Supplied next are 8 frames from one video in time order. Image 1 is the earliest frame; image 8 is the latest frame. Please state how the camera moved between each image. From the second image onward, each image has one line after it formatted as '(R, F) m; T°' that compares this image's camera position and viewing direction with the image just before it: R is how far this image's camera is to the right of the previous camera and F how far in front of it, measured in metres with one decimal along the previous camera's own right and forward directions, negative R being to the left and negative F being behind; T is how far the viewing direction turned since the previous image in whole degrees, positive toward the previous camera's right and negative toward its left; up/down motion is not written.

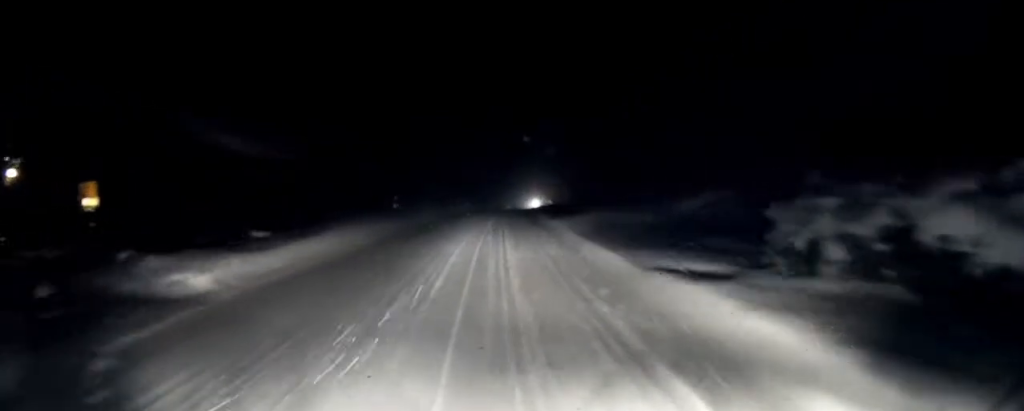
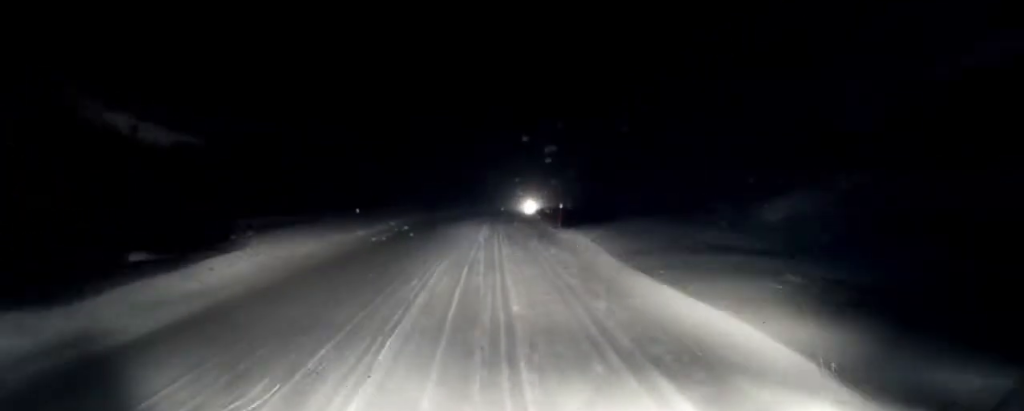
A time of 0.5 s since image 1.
(+0.1, +6.3) m; +1°
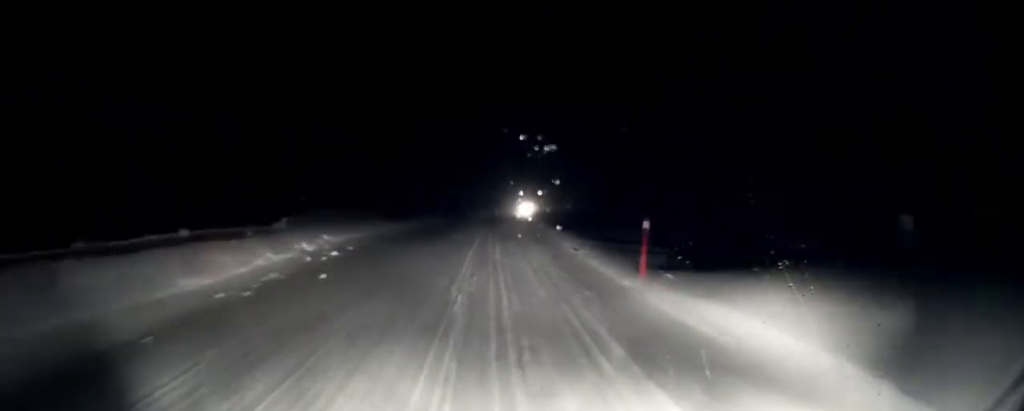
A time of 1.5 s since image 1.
(+0.2, +11.5) m; +1°
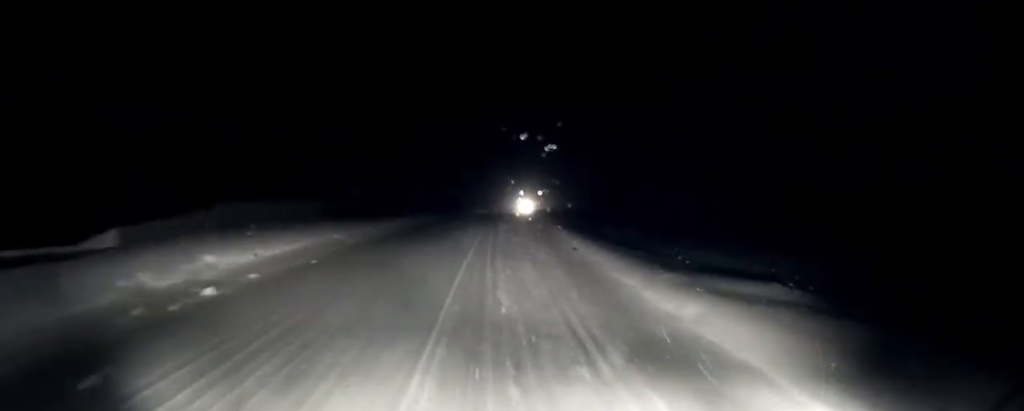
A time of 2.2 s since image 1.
(0.0, +7.1) m; +1°
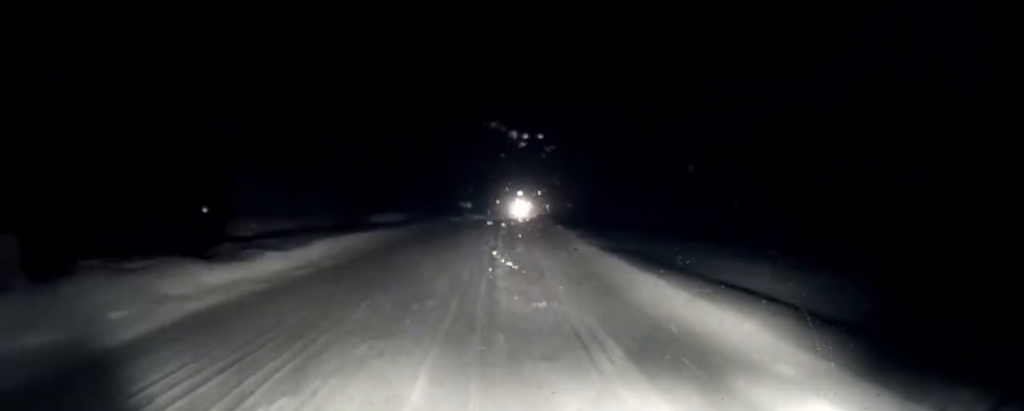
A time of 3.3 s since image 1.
(+0.1, +11.8) m; +1°
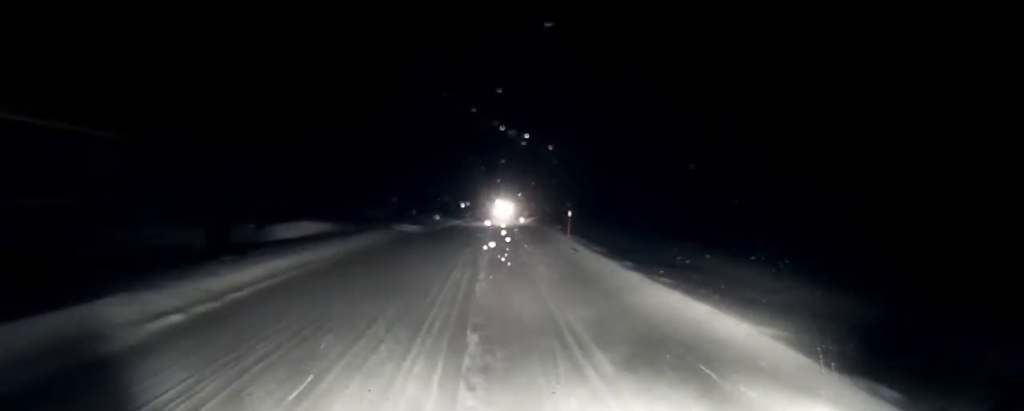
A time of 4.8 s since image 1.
(+0.2, +15.2) m; +1°
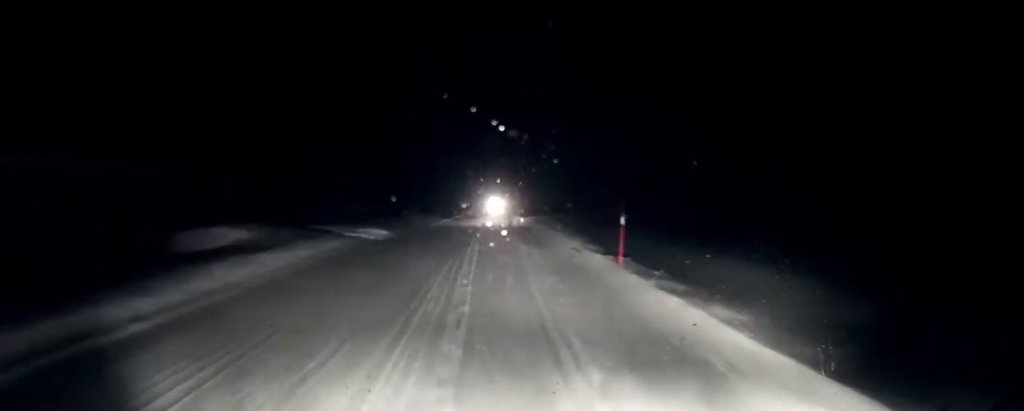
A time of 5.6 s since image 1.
(0.0, +7.8) m; 0°
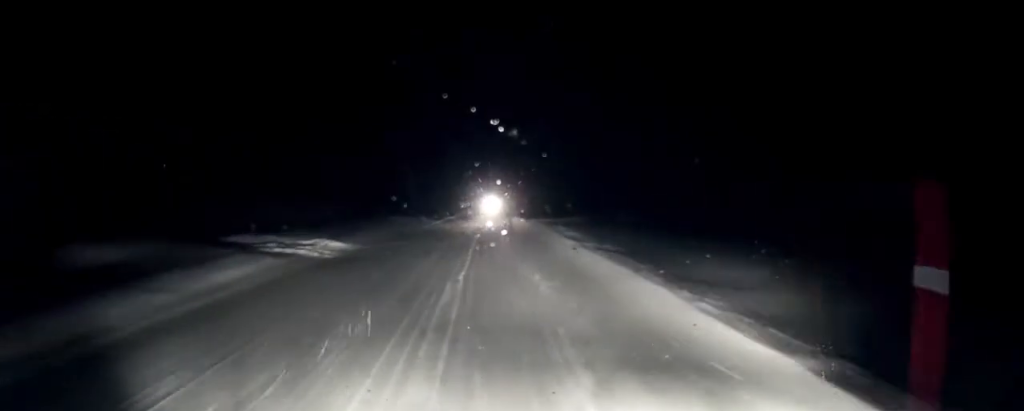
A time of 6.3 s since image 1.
(0.0, +7.0) m; 0°
